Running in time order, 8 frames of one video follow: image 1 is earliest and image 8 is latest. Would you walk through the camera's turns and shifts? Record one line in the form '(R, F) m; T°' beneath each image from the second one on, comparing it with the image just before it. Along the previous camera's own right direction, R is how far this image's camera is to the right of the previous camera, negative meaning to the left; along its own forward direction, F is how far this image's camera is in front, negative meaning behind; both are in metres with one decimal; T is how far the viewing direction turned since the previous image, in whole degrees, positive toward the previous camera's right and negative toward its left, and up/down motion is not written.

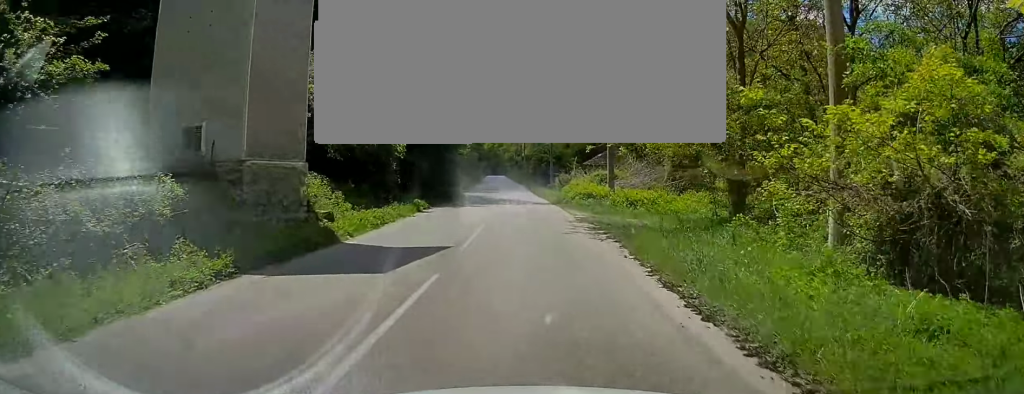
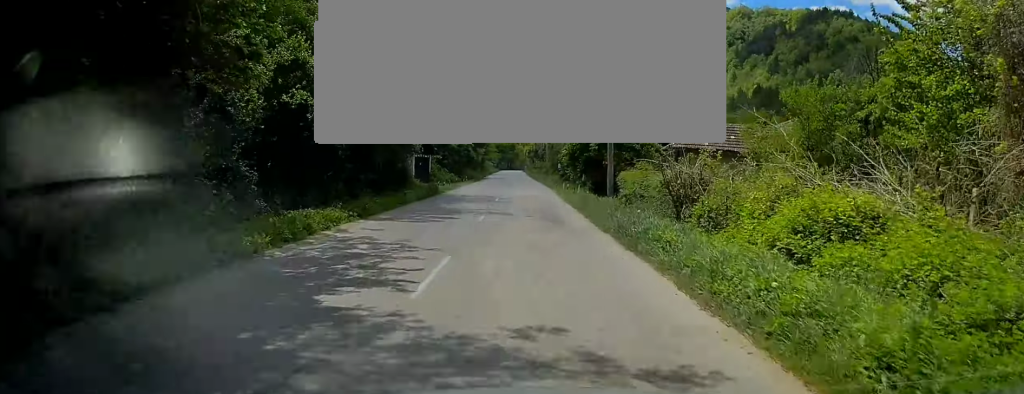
(-0.7, +36.8) m; -2°
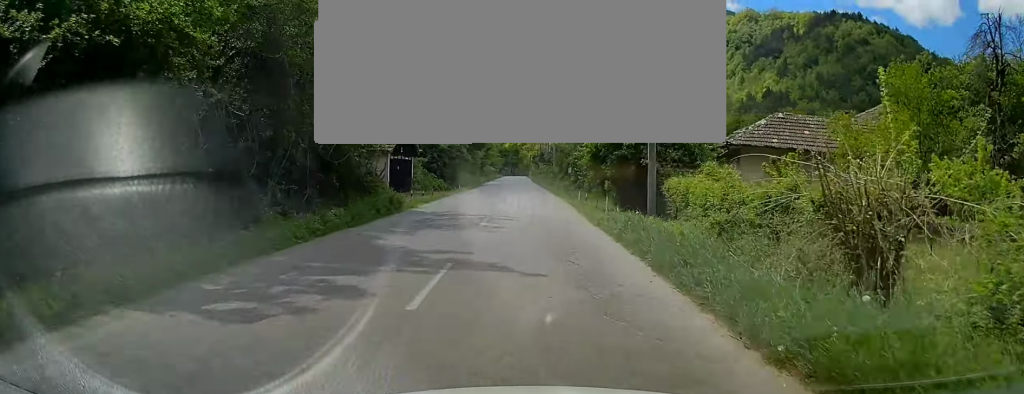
(-0.1, +9.7) m; 0°
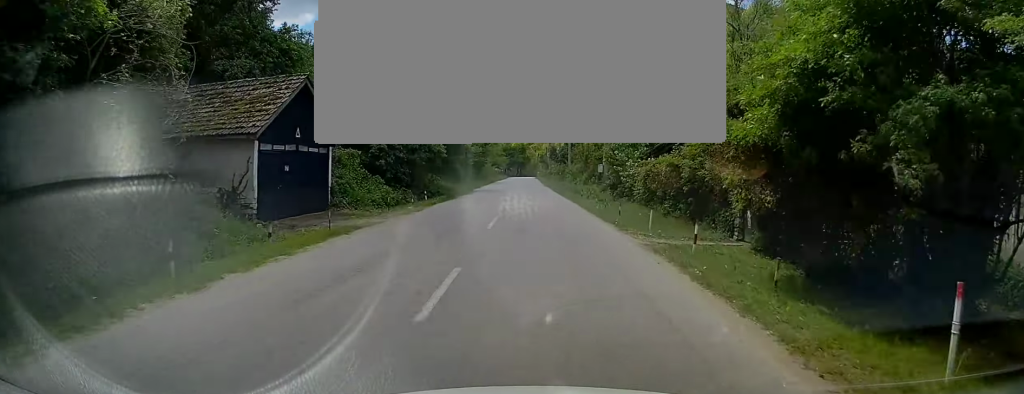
(+0.1, +18.7) m; 0°
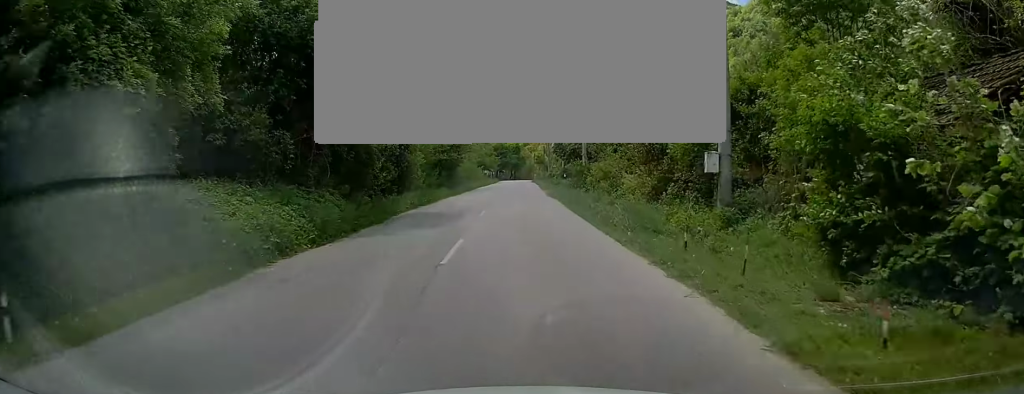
(+0.1, +24.1) m; +1°
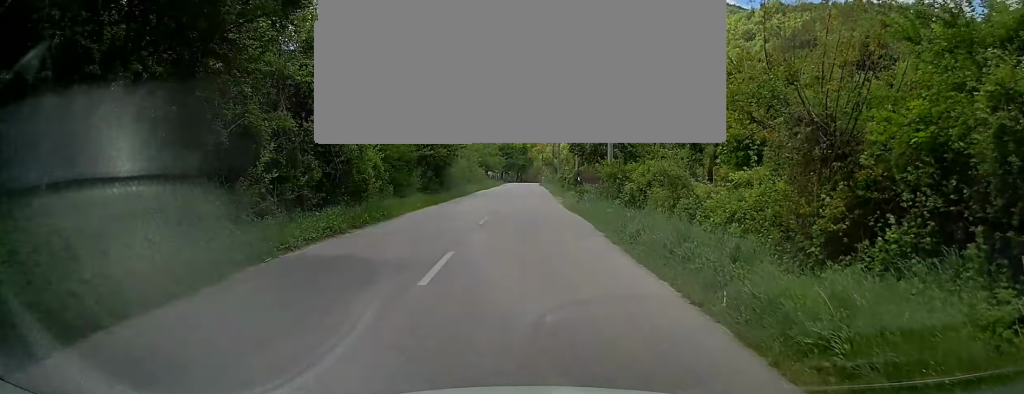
(+0.2, +11.0) m; 0°
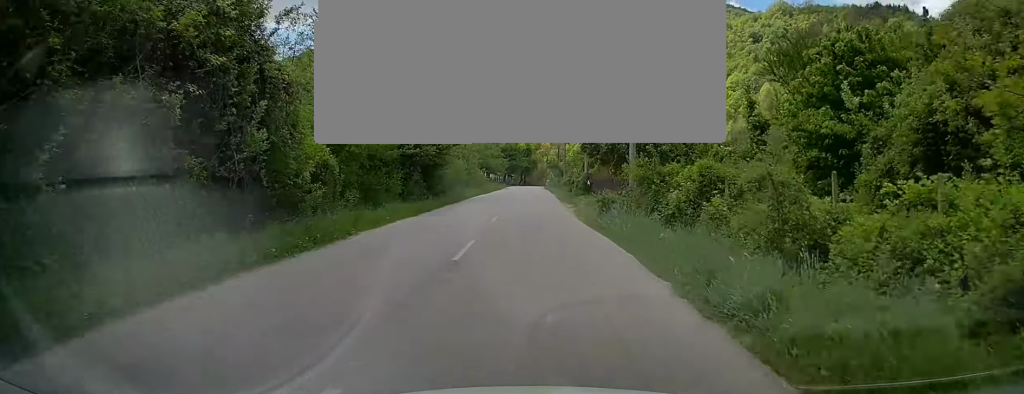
(-0.1, +6.6) m; 0°
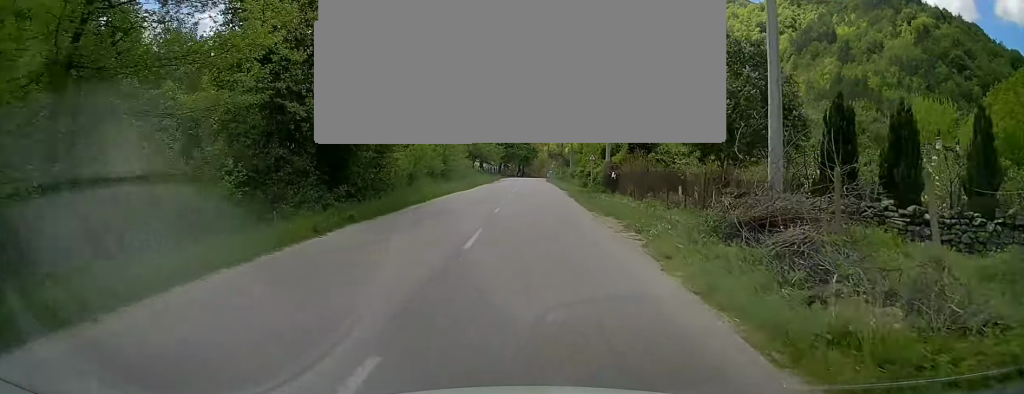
(-0.1, +18.0) m; 0°
